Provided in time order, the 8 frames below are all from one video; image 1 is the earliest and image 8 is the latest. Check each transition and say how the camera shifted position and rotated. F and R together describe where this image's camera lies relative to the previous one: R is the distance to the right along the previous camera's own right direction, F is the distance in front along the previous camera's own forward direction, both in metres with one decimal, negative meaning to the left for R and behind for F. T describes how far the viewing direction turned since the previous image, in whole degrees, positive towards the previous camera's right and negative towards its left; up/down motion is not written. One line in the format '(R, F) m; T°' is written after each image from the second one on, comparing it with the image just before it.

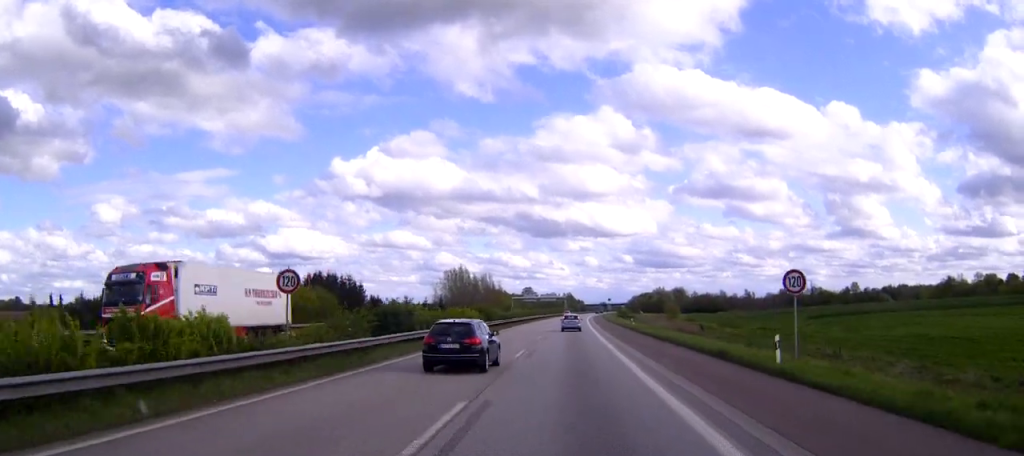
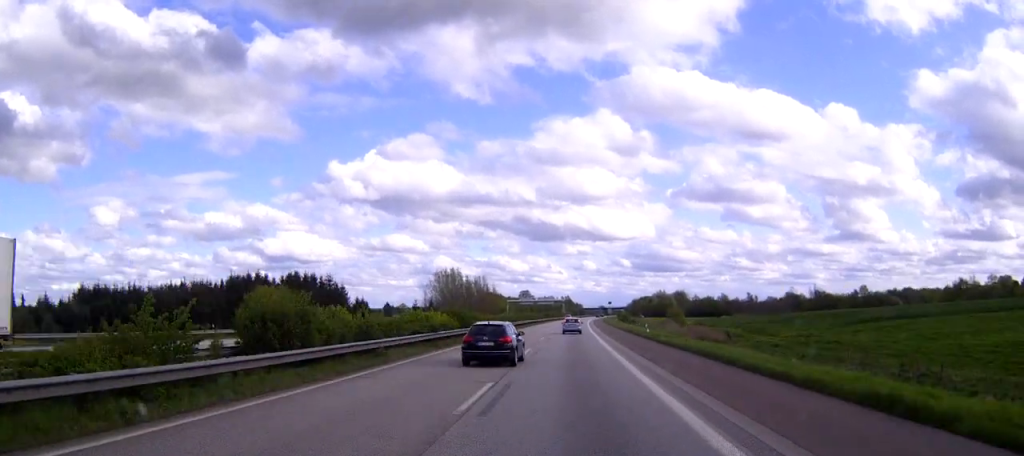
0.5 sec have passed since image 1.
(0.0, +13.5) m; 0°
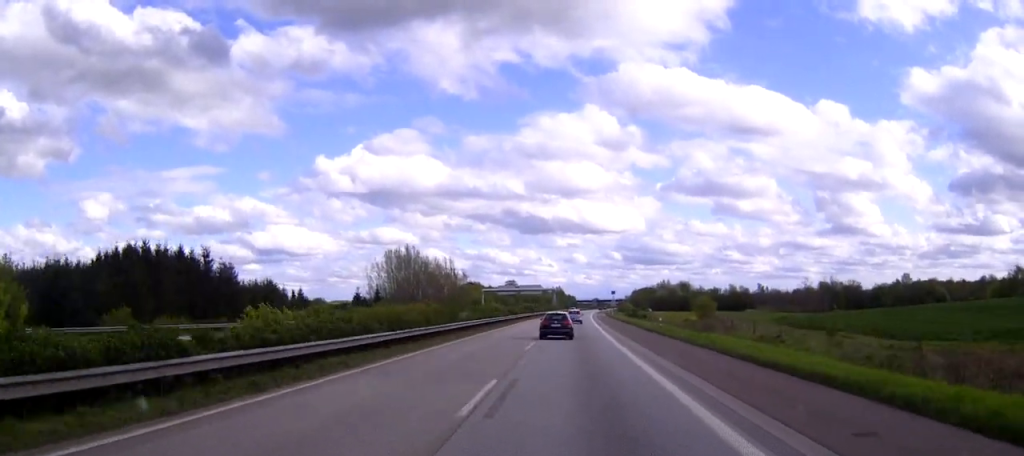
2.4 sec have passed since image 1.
(+0.3, +55.4) m; +1°
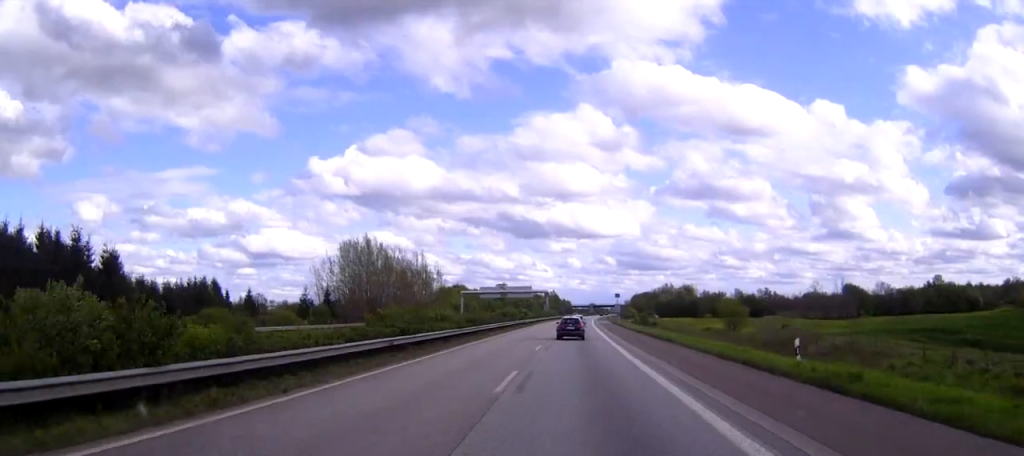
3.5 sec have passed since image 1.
(+0.1, +32.2) m; +1°
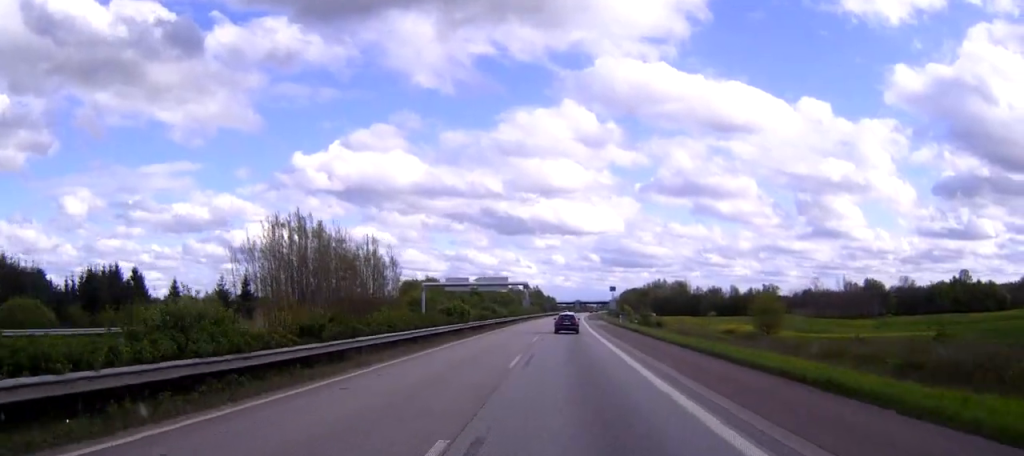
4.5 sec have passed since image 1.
(+0.3, +30.2) m; +1°
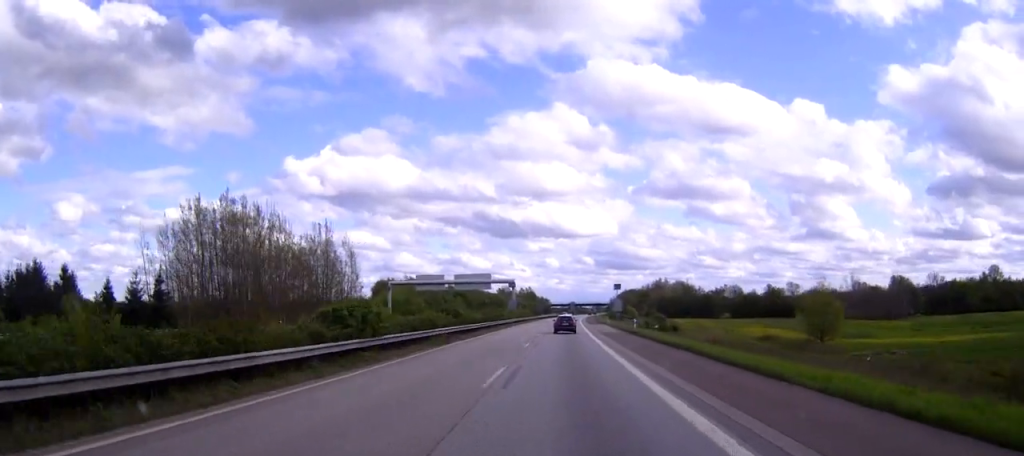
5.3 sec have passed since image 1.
(+0.1, +23.2) m; 0°
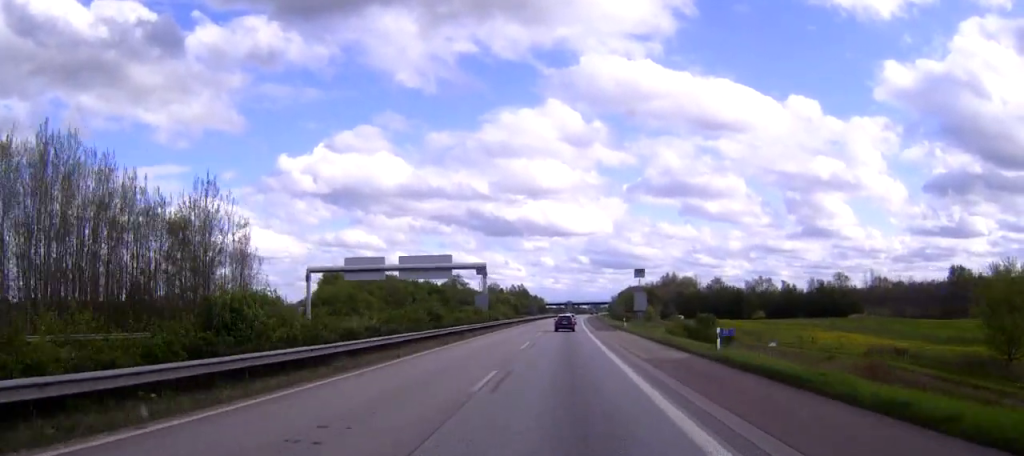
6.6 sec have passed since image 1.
(+0.2, +36.9) m; 0°
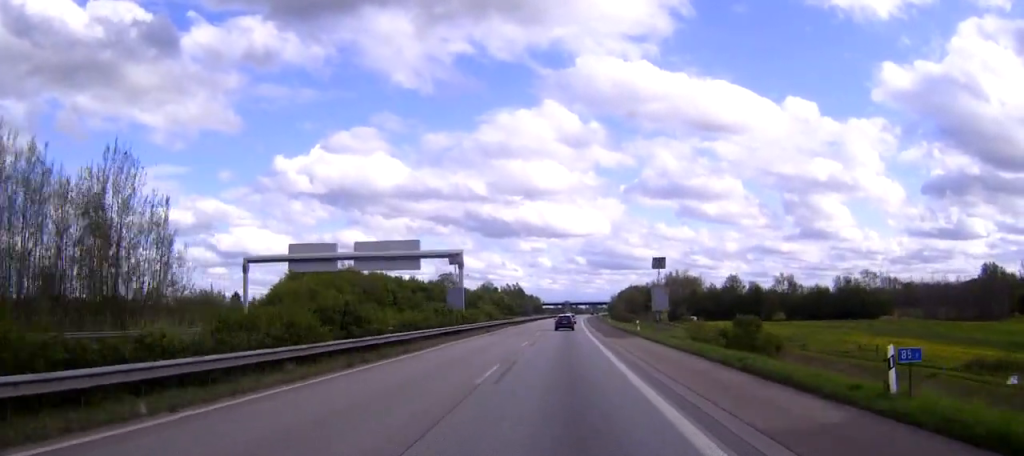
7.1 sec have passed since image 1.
(0.0, +16.6) m; 0°
